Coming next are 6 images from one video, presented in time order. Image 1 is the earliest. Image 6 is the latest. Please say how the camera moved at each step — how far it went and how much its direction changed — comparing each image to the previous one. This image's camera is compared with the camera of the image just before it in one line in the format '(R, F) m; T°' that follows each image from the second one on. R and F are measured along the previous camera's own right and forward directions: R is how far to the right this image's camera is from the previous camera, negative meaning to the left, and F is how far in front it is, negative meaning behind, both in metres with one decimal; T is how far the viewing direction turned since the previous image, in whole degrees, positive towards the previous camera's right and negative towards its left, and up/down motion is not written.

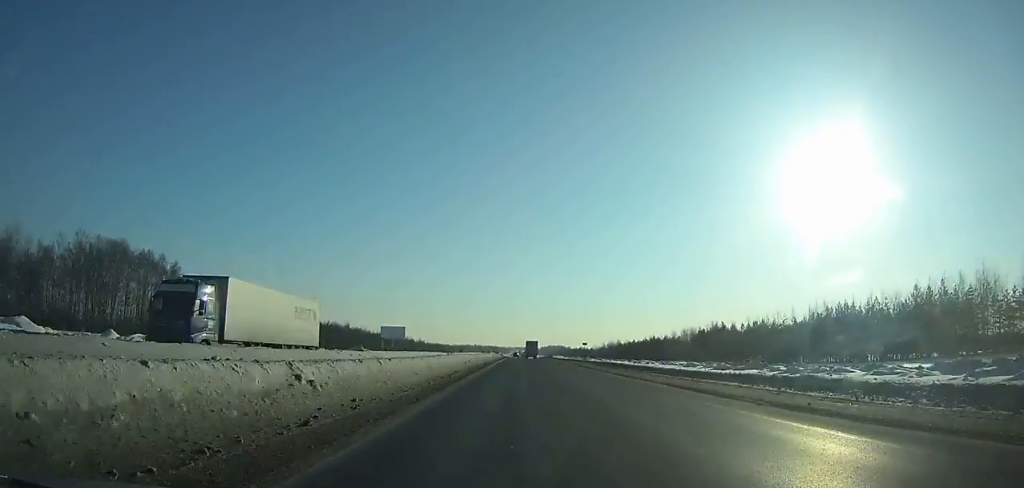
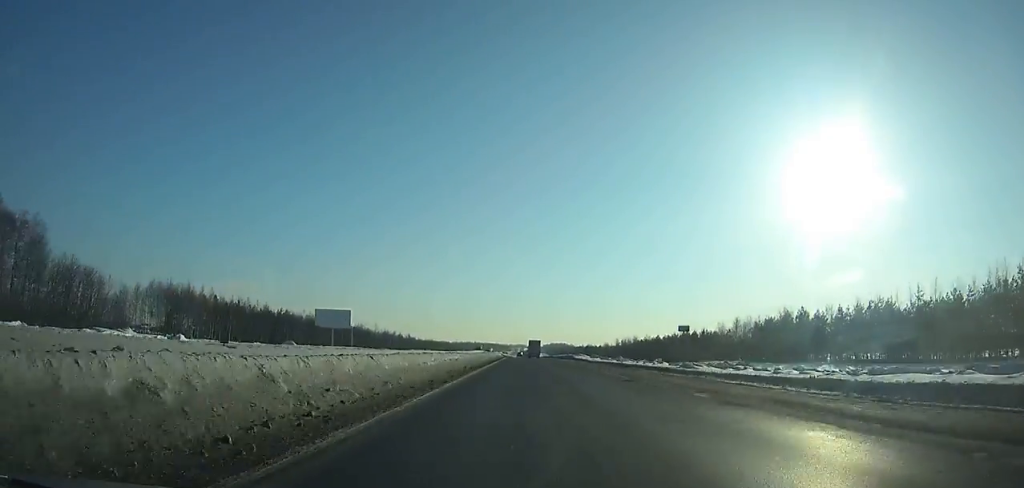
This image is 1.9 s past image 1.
(0.0, +50.7) m; 0°
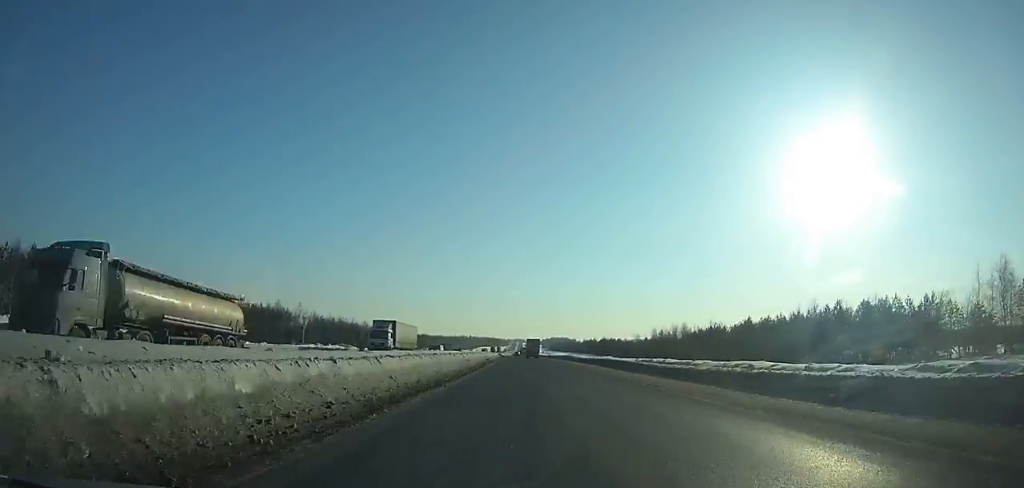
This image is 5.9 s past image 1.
(-0.2, +107.9) m; 0°
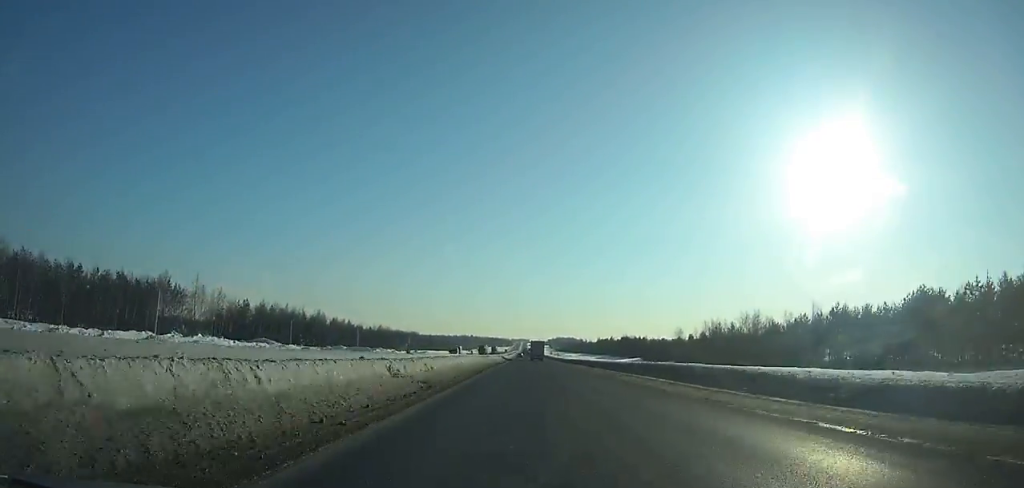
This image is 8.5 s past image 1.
(-0.1, +70.4) m; 0°
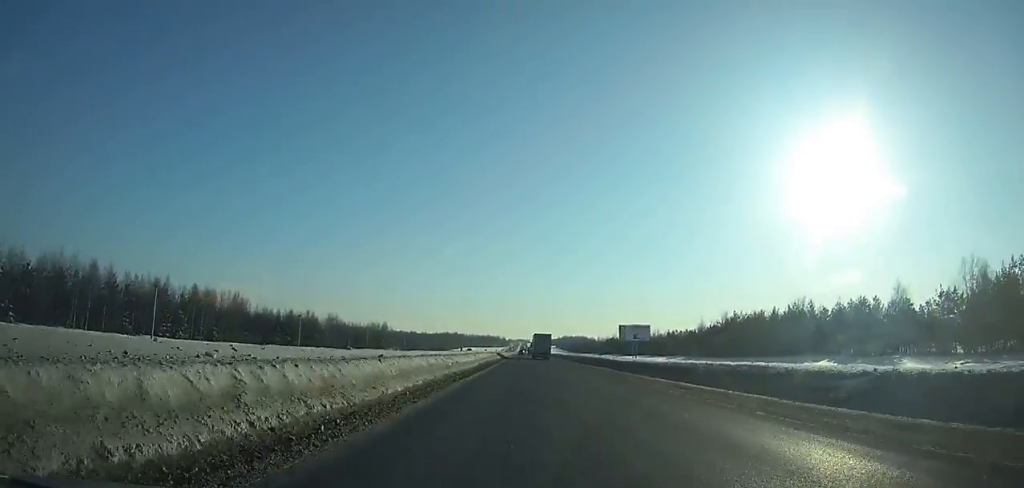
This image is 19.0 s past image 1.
(+0.9, +279.3) m; 0°
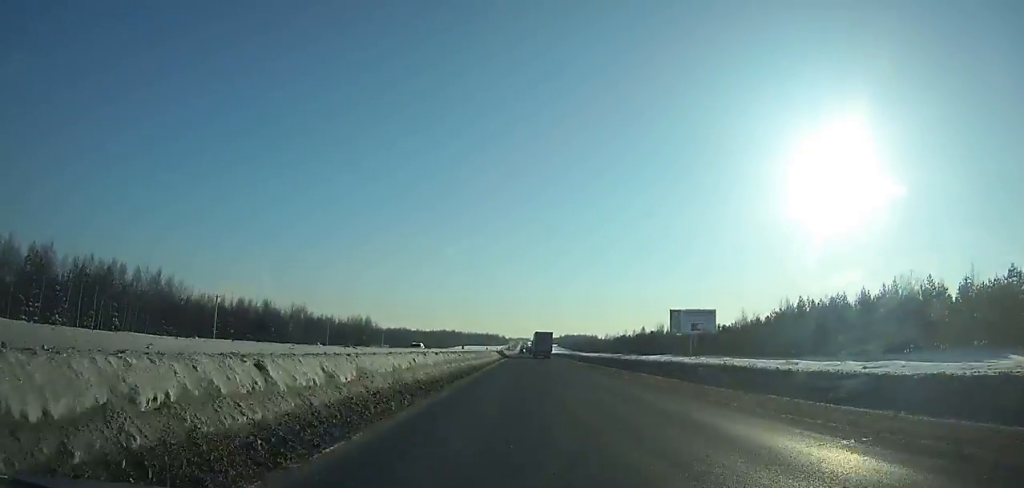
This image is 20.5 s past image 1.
(0.0, +39.4) m; 0°
